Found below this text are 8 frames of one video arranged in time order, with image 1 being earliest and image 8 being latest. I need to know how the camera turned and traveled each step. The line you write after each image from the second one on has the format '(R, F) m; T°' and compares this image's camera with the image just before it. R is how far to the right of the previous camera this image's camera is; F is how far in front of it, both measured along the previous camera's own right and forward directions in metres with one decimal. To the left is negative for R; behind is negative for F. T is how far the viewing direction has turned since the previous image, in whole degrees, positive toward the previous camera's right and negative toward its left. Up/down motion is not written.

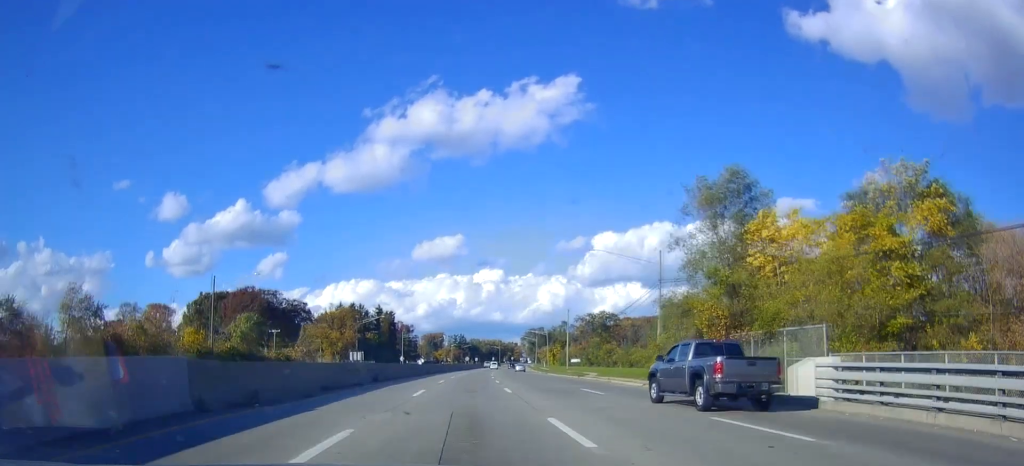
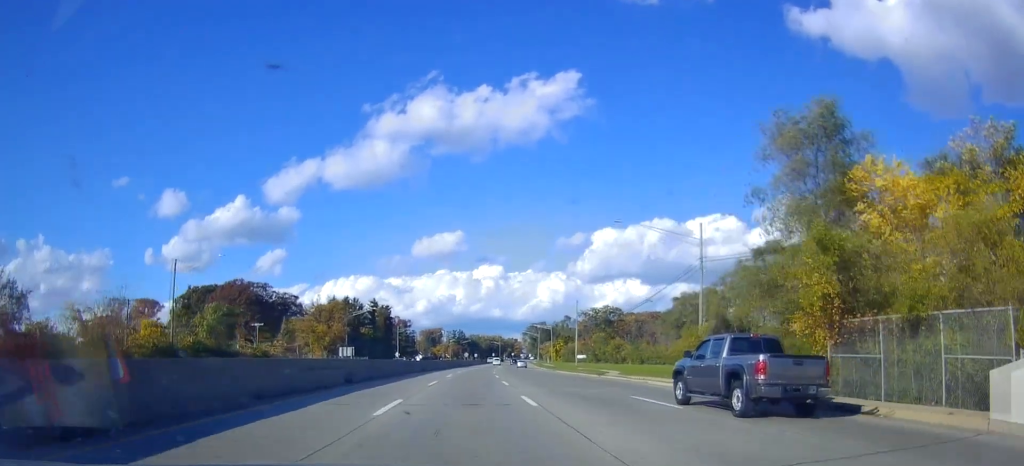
(-0.1, +9.1) m; 0°
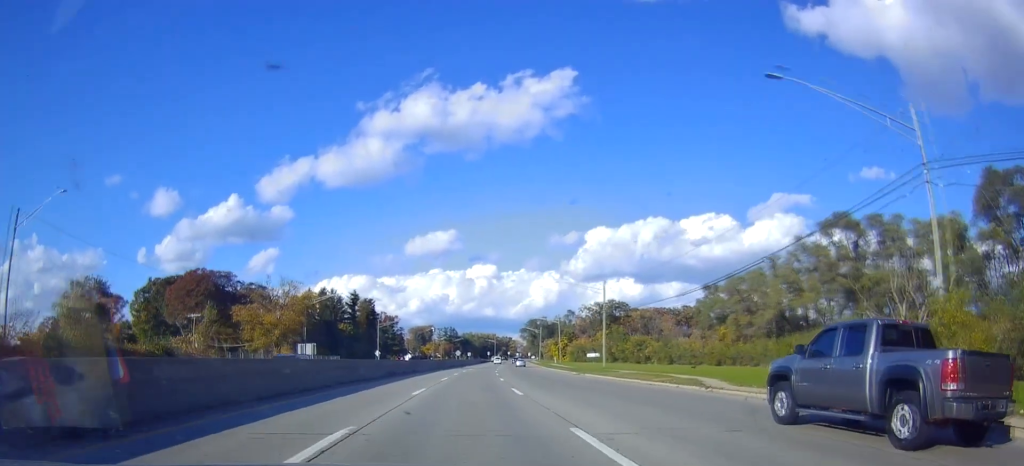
(-0.1, +23.0) m; +1°
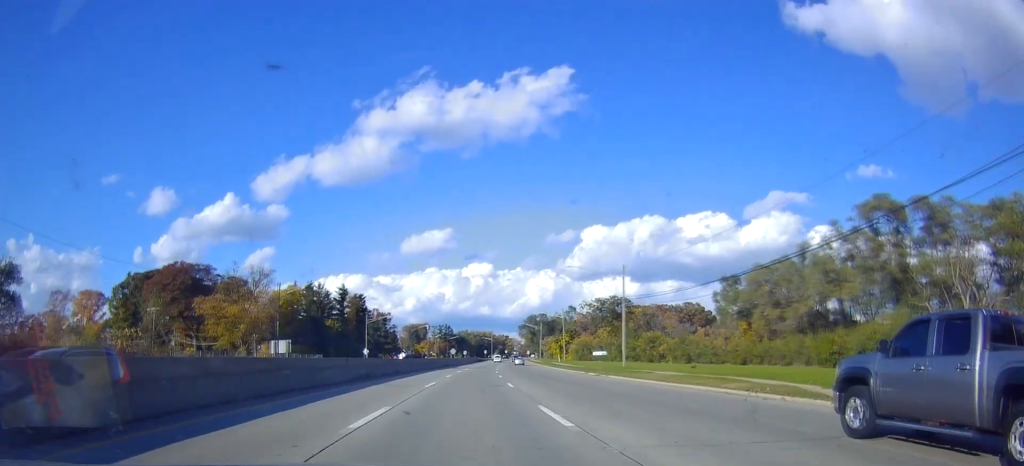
(+0.1, +10.5) m; +1°
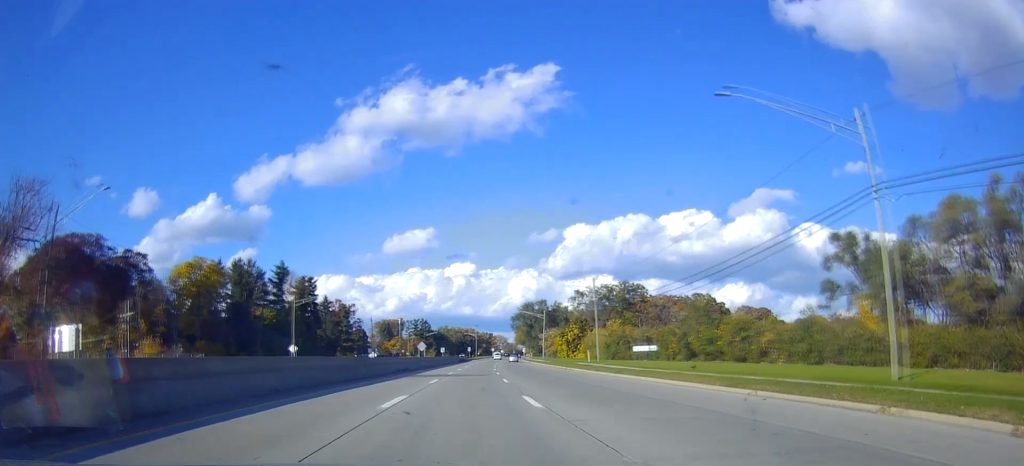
(+0.3, +42.2) m; +1°
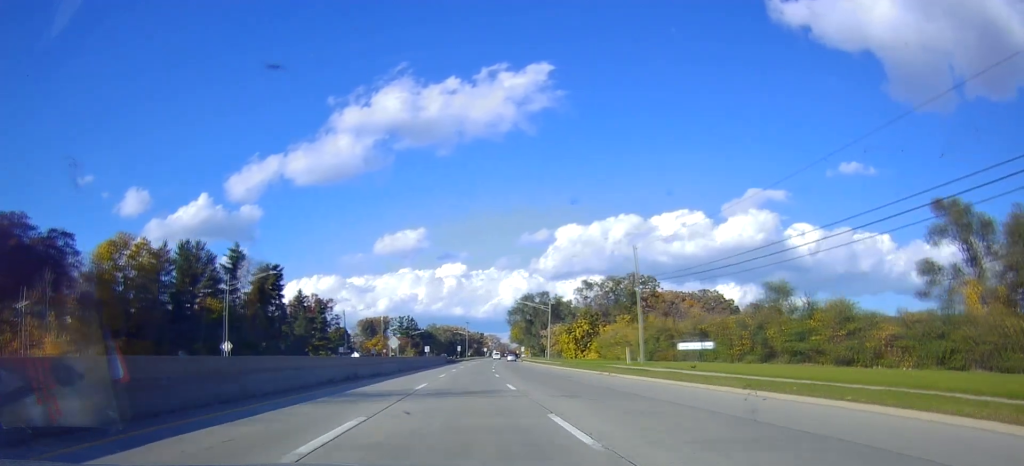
(+0.7, +21.7) m; +1°
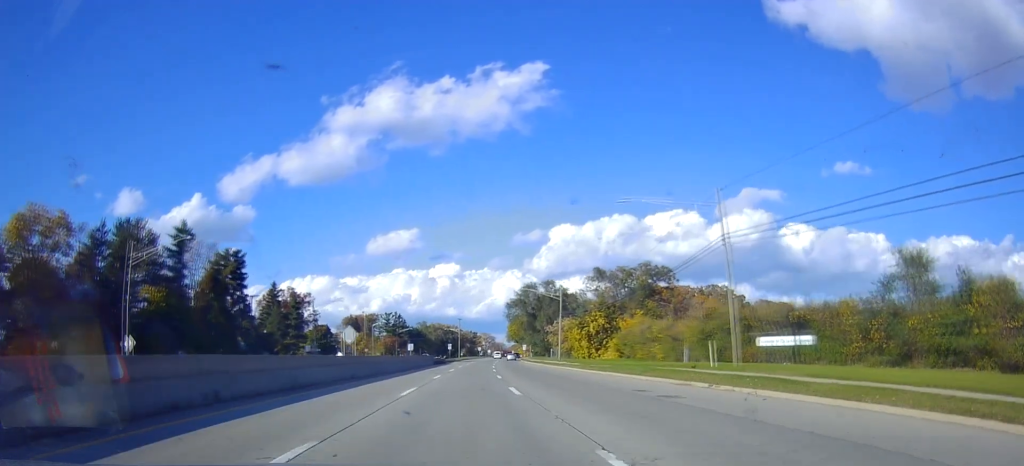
(-0.2, +19.4) m; +1°
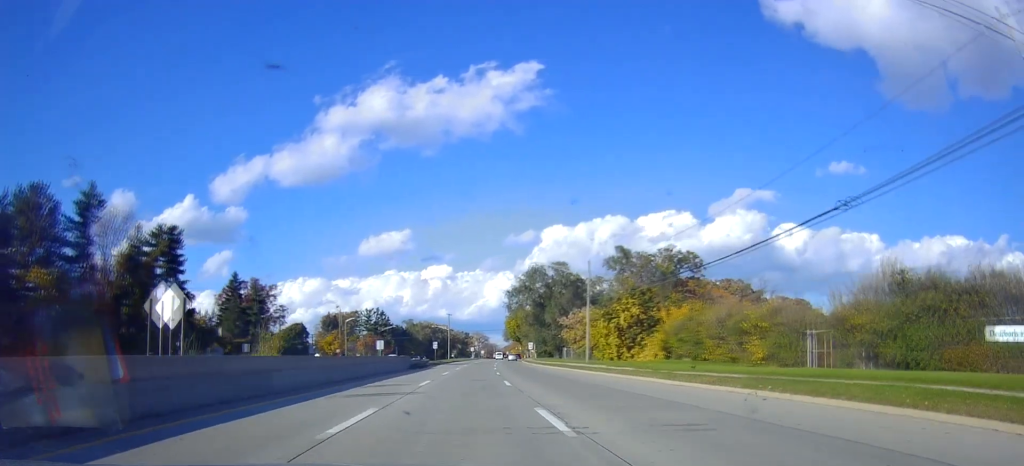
(+0.6, +24.4) m; 0°
